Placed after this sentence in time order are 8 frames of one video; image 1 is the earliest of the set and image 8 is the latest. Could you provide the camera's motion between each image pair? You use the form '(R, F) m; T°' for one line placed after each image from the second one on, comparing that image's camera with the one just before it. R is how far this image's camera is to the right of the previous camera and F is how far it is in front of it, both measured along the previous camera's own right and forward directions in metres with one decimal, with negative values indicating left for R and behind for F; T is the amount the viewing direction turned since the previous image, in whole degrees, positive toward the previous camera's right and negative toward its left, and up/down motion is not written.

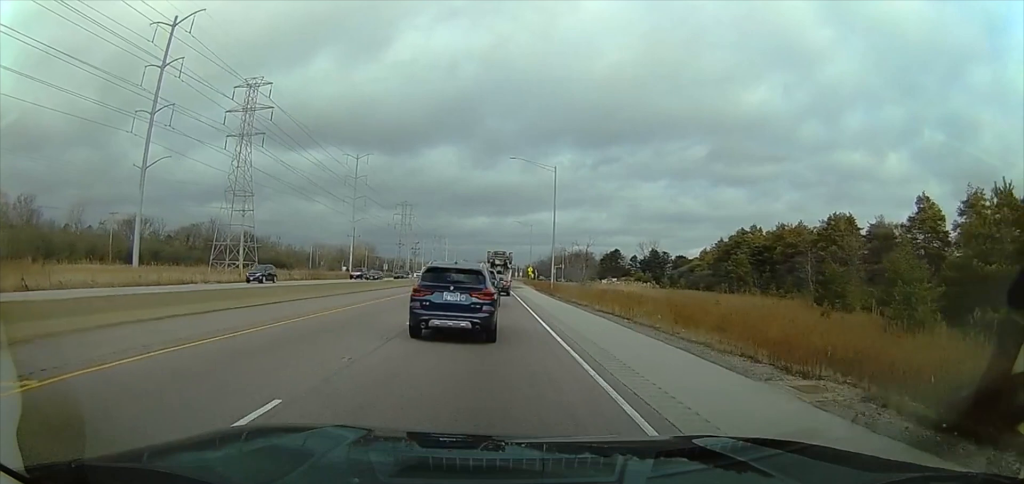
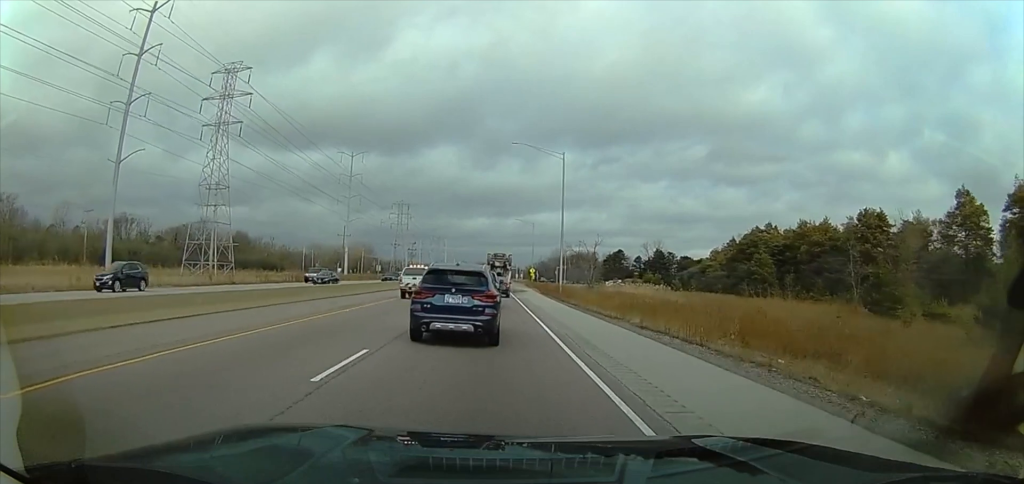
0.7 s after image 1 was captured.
(+0.3, +8.5) m; 0°
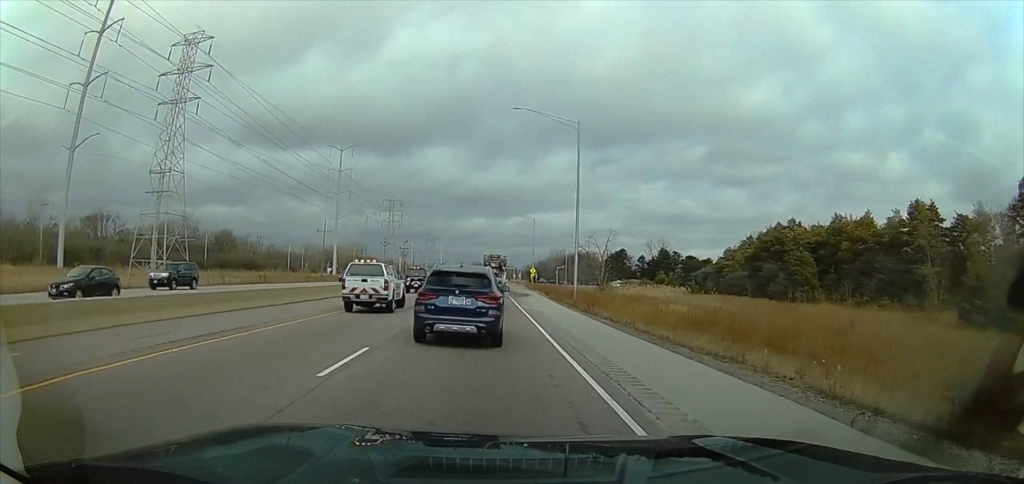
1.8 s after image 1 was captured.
(-0.5, +12.3) m; -3°
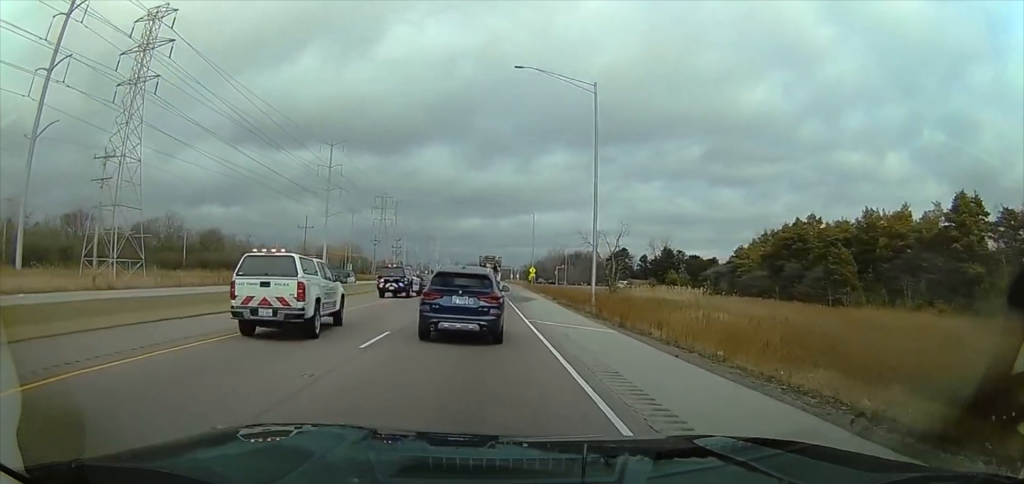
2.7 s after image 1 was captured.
(0.0, +9.1) m; 0°
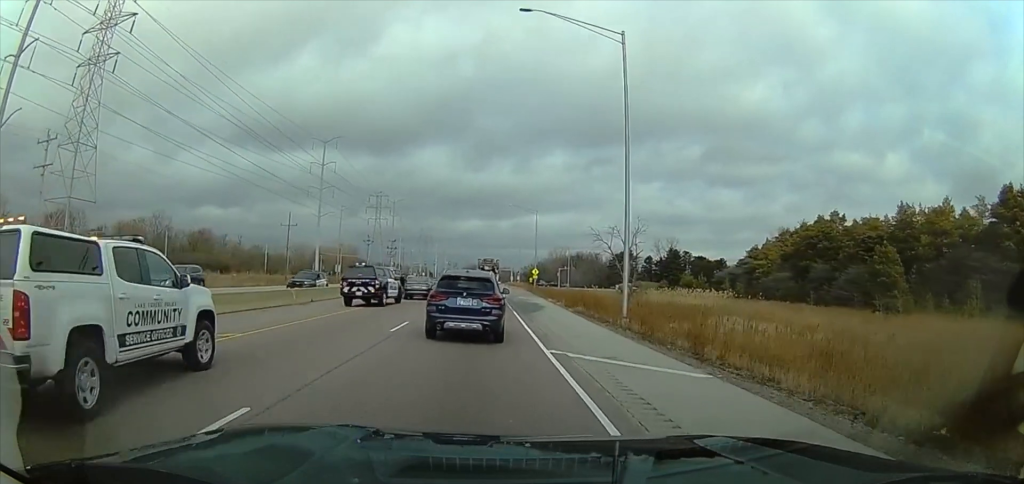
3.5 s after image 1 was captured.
(0.0, +8.2) m; 0°
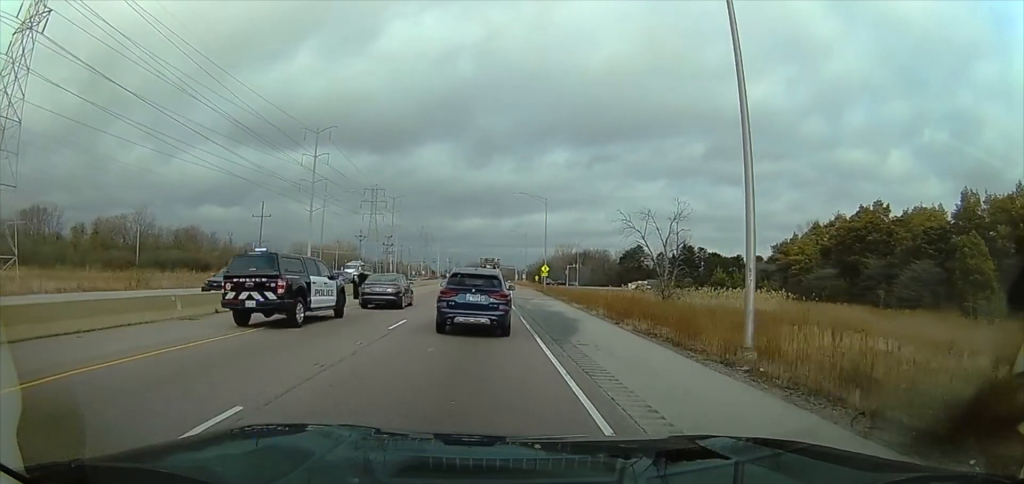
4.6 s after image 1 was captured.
(+0.2, +12.5) m; +3°
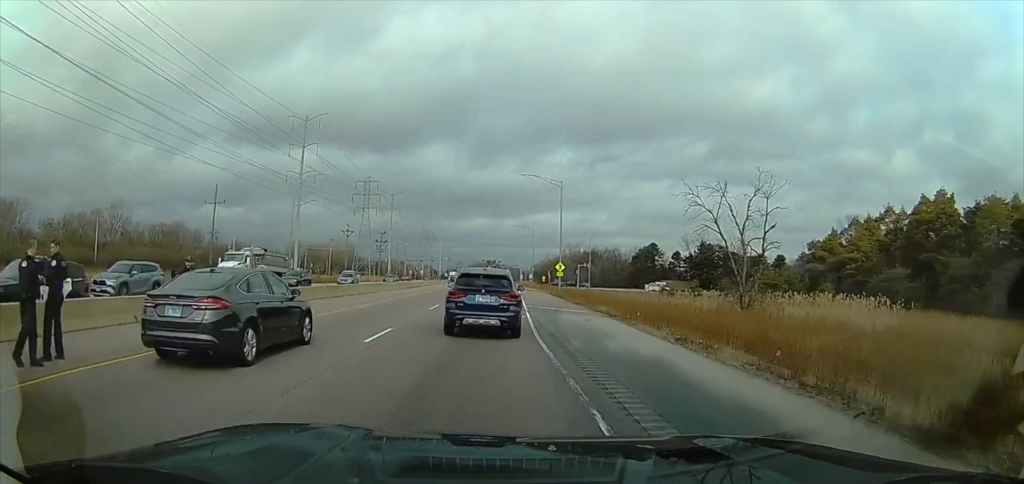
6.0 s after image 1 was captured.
(+0.2, +15.7) m; -2°
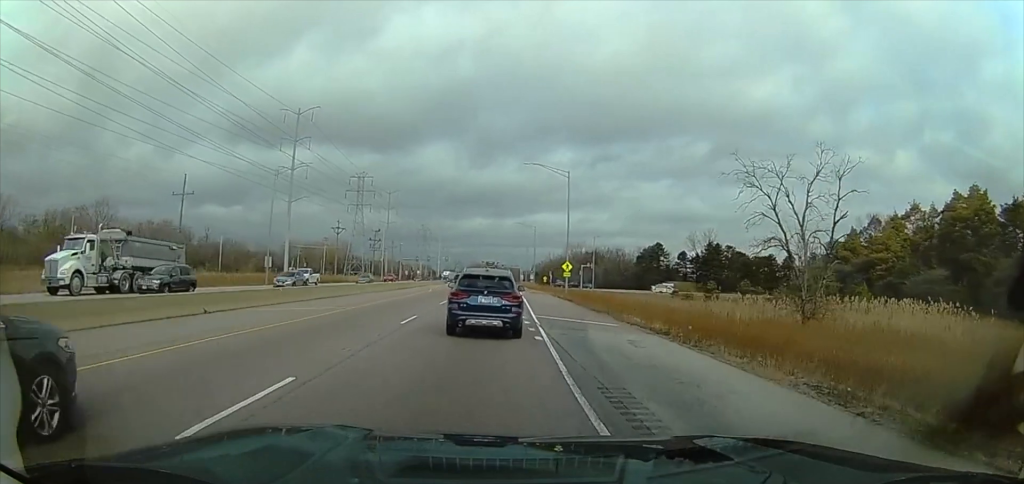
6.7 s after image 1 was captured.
(-0.2, +7.6) m; -1°
